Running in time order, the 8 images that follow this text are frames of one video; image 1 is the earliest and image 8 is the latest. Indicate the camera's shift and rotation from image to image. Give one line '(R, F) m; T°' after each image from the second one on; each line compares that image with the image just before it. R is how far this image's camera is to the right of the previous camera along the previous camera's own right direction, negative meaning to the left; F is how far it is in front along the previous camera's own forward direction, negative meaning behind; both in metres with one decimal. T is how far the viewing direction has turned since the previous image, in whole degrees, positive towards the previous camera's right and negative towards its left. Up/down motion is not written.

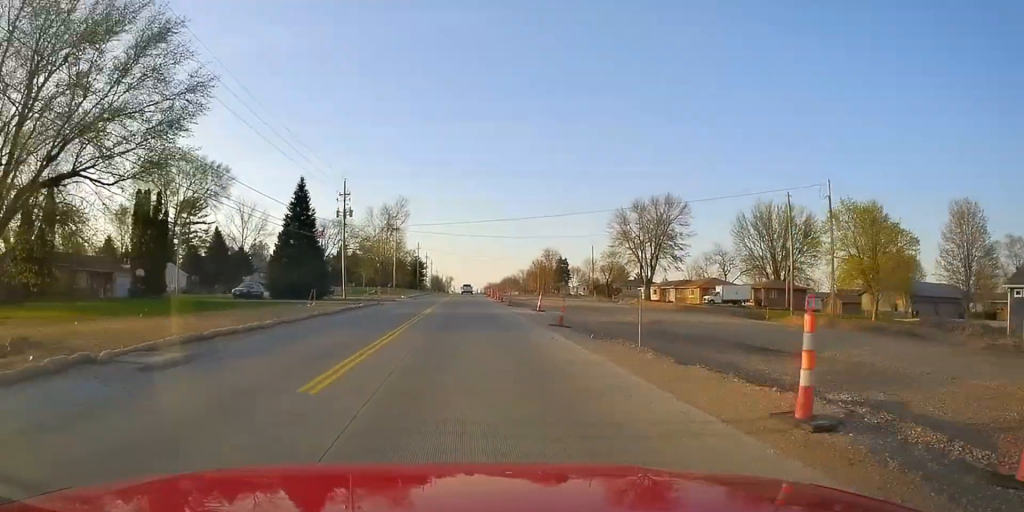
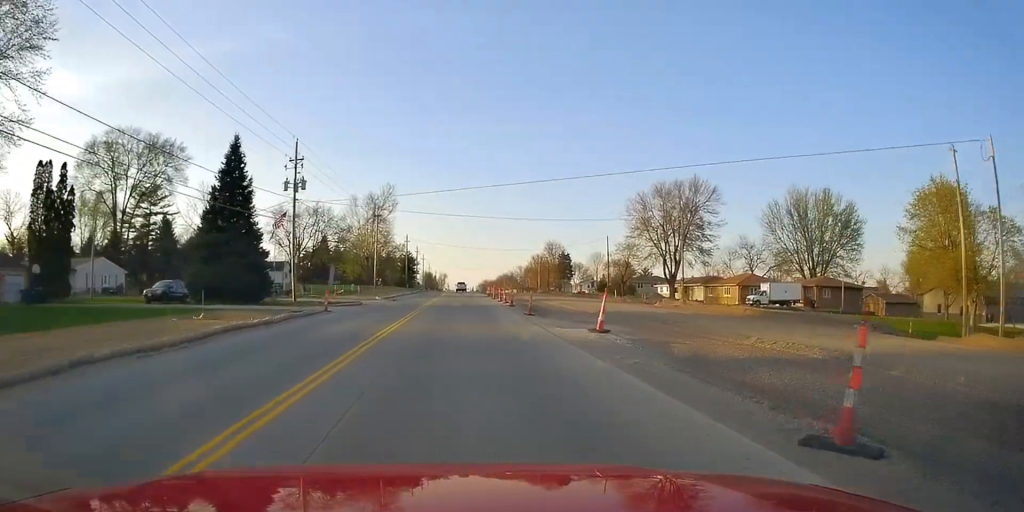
(0.0, +15.9) m; 0°
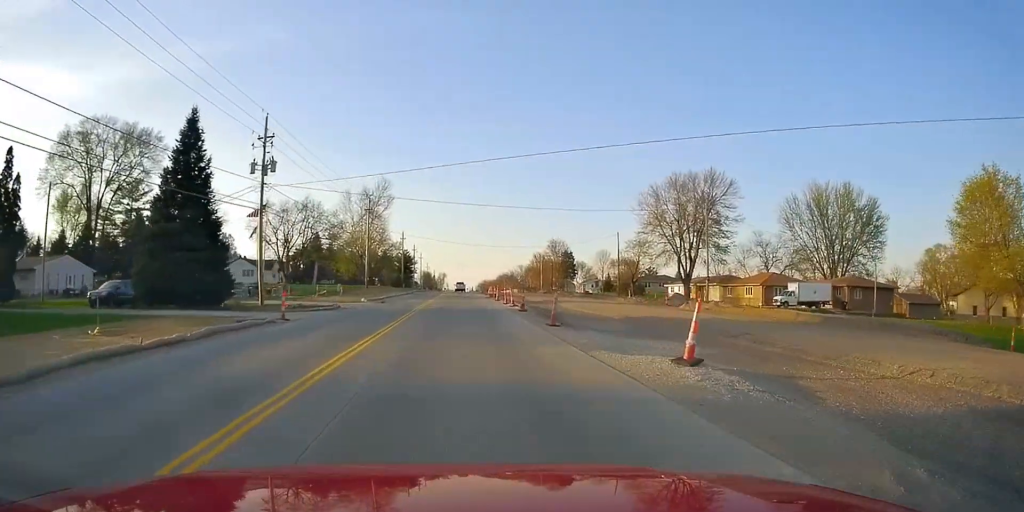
(0.0, +7.2) m; 0°
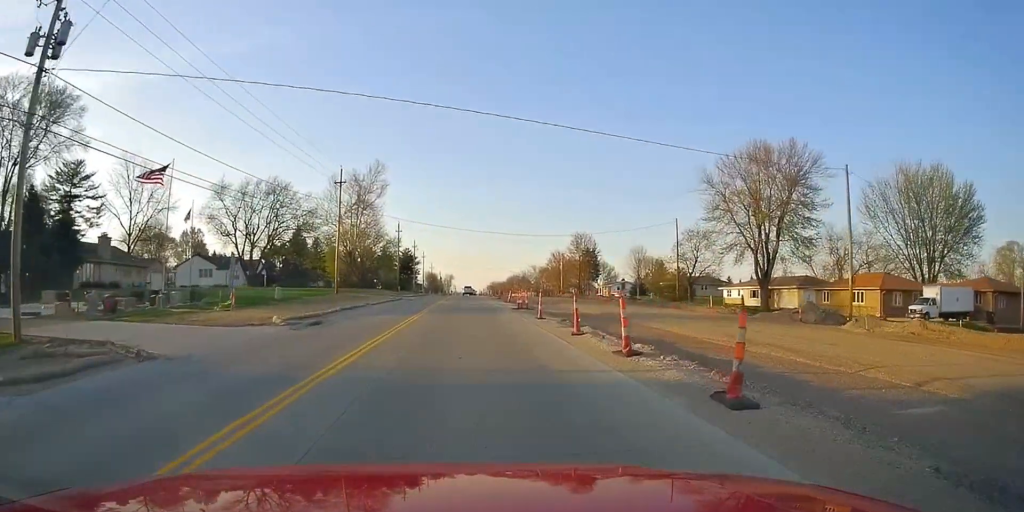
(0.0, +22.8) m; 0°
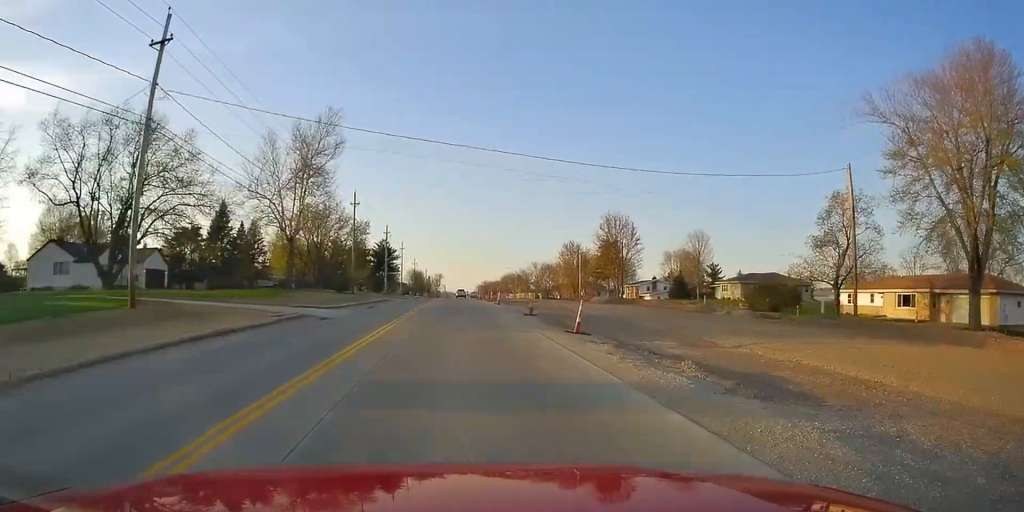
(0.0, +35.1) m; 0°
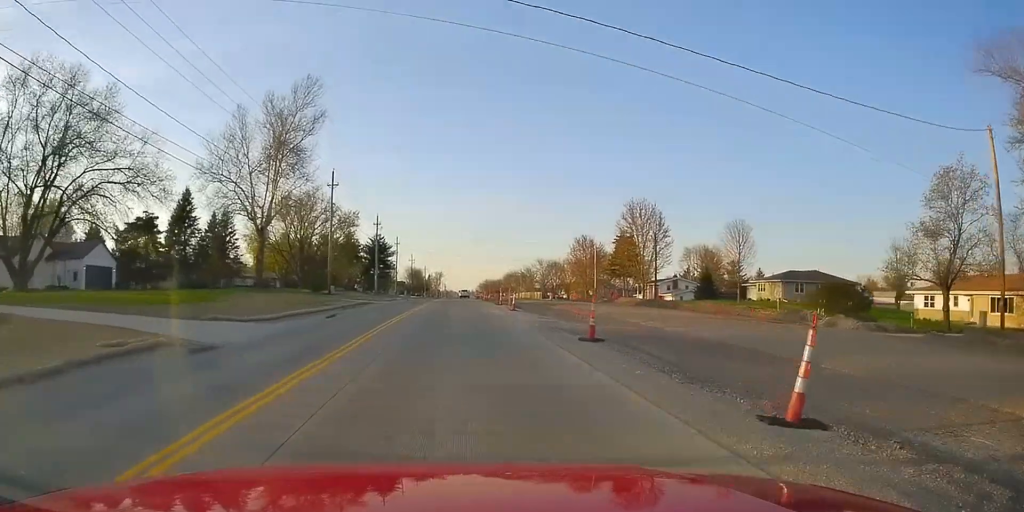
(0.0, +12.5) m; 0°
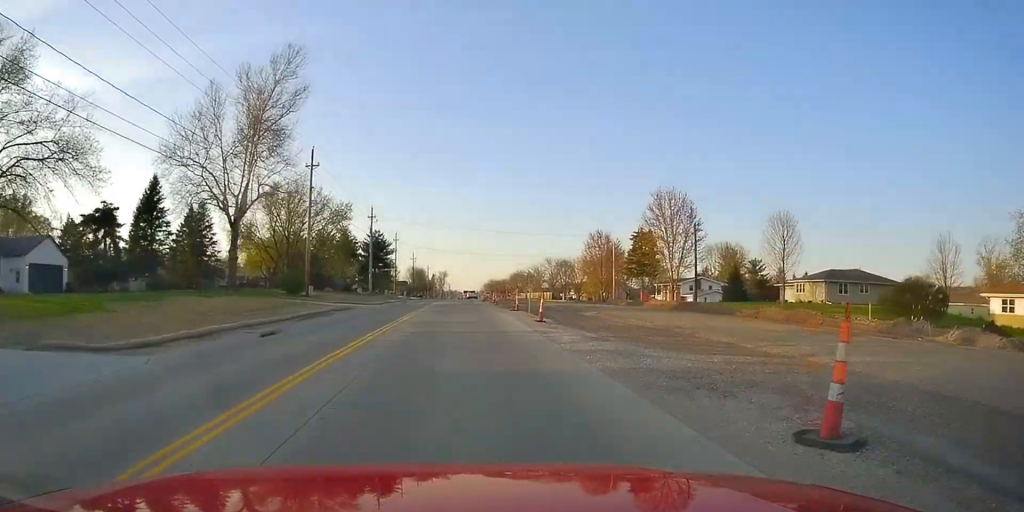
(0.0, +9.8) m; 0°
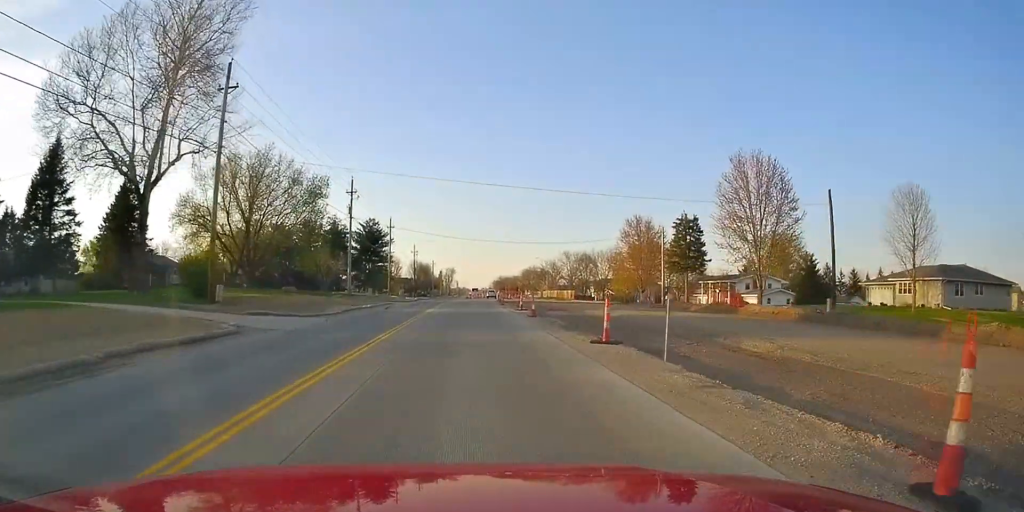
(0.0, +20.1) m; 0°
